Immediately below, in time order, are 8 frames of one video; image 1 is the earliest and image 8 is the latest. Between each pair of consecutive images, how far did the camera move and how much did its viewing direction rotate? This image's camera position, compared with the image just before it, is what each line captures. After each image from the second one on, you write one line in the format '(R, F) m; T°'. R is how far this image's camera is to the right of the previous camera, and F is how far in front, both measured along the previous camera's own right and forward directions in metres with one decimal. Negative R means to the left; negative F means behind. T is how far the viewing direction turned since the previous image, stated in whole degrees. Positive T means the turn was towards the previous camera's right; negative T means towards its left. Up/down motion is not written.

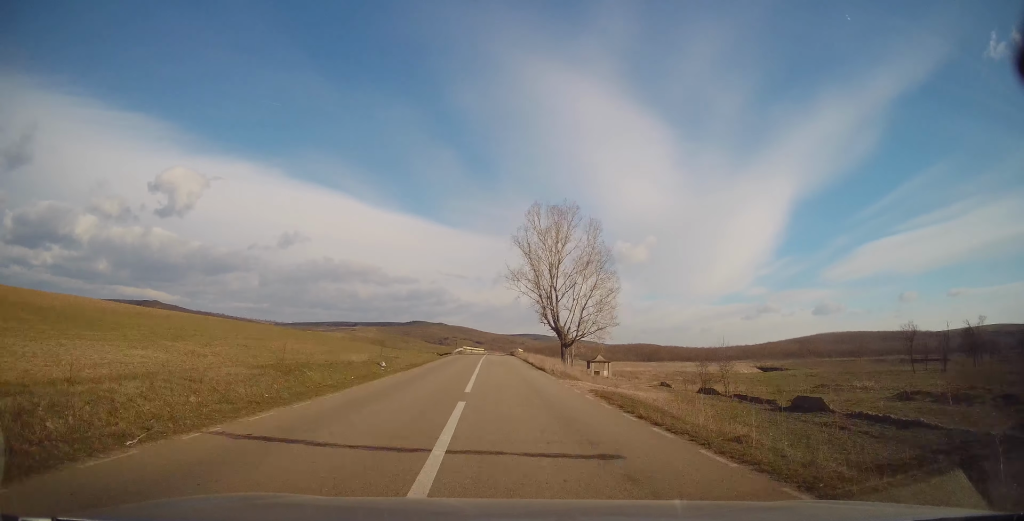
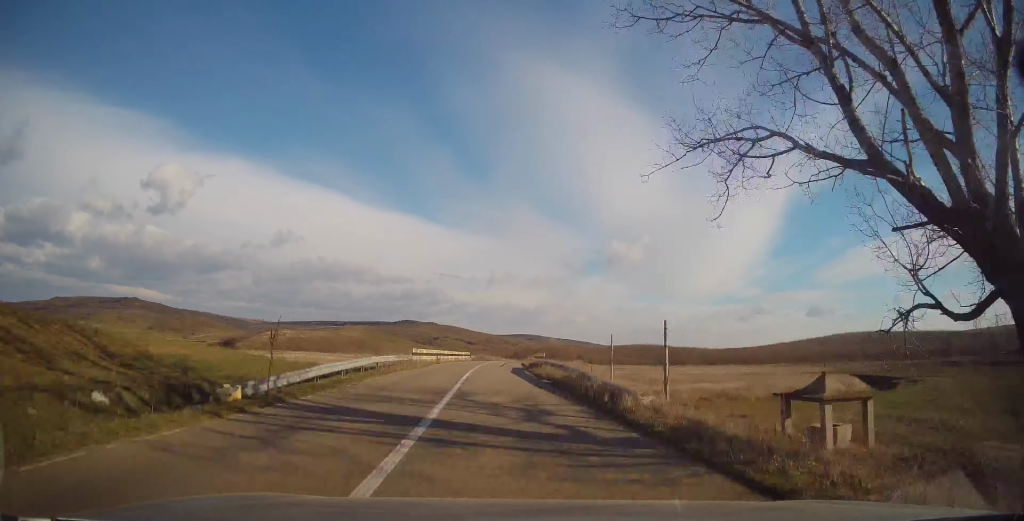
(+0.2, +56.1) m; 0°
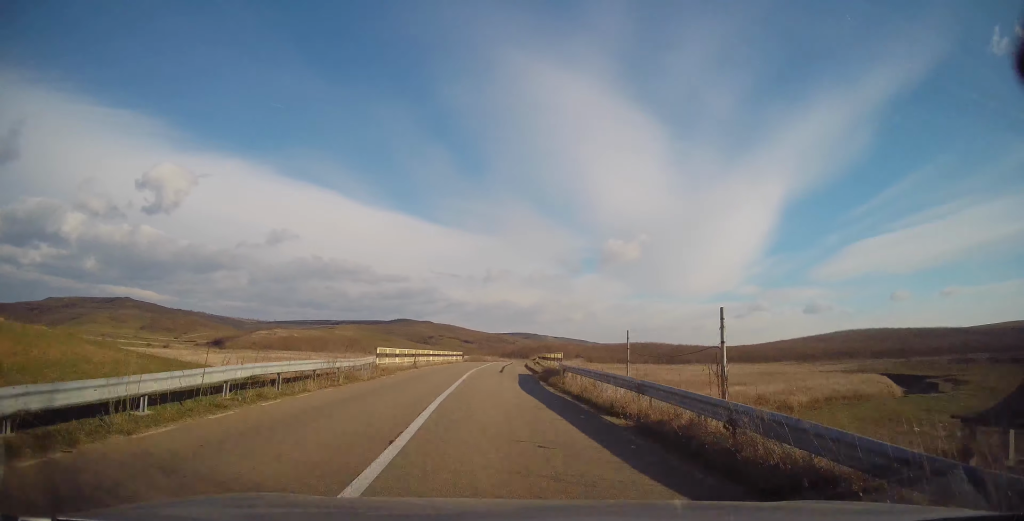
(0.0, +12.1) m; 0°
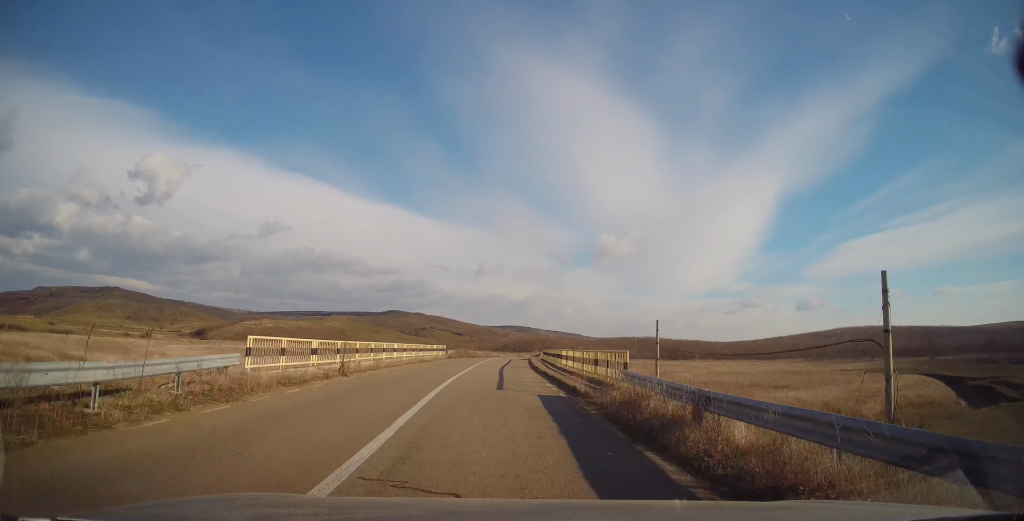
(-0.1, +15.6) m; +1°
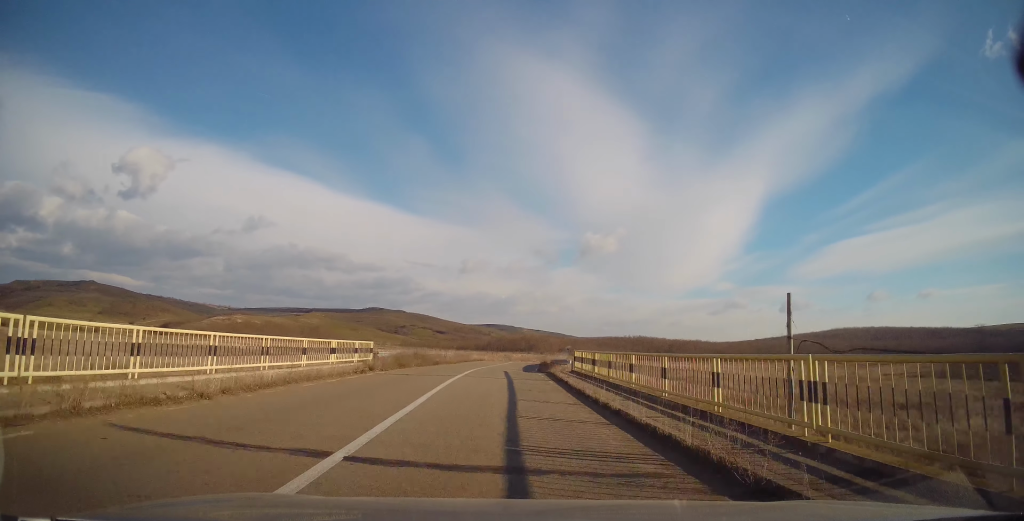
(+0.5, +29.2) m; +2°
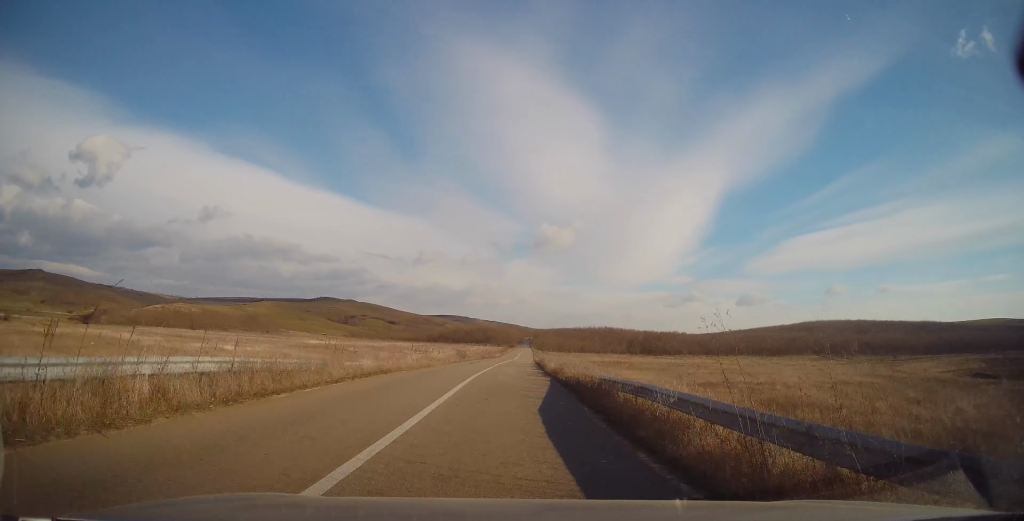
(+0.9, +34.3) m; +4°
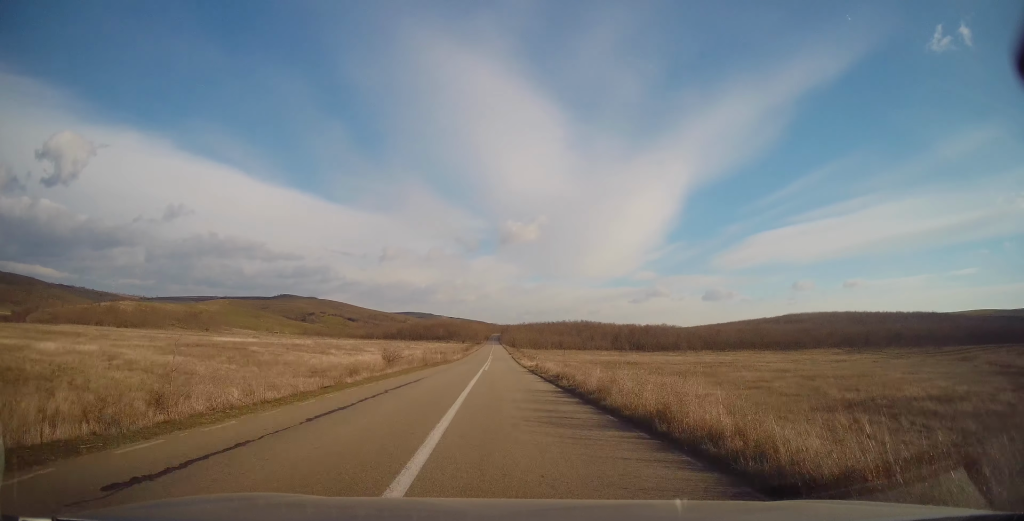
(+2.0, +37.0) m; +4°
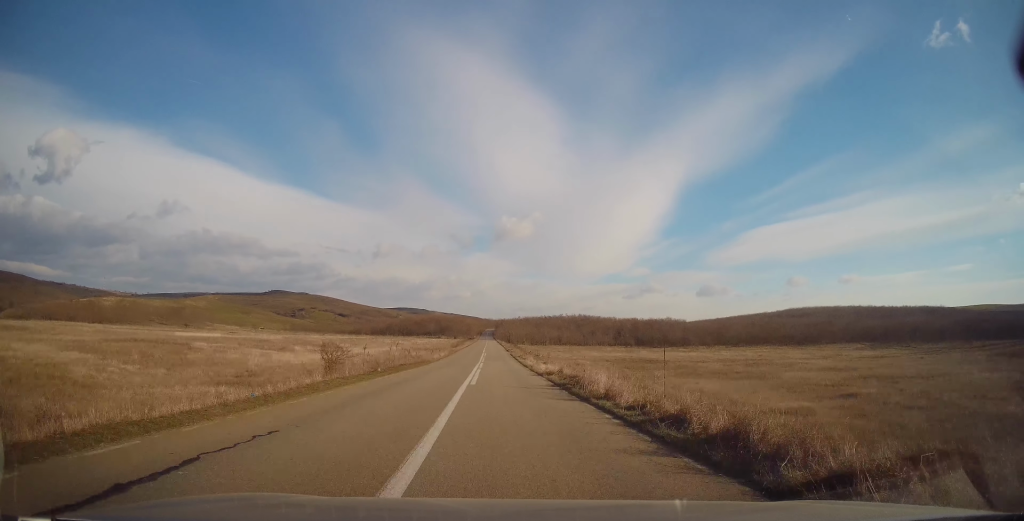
(+0.4, +15.9) m; +1°
